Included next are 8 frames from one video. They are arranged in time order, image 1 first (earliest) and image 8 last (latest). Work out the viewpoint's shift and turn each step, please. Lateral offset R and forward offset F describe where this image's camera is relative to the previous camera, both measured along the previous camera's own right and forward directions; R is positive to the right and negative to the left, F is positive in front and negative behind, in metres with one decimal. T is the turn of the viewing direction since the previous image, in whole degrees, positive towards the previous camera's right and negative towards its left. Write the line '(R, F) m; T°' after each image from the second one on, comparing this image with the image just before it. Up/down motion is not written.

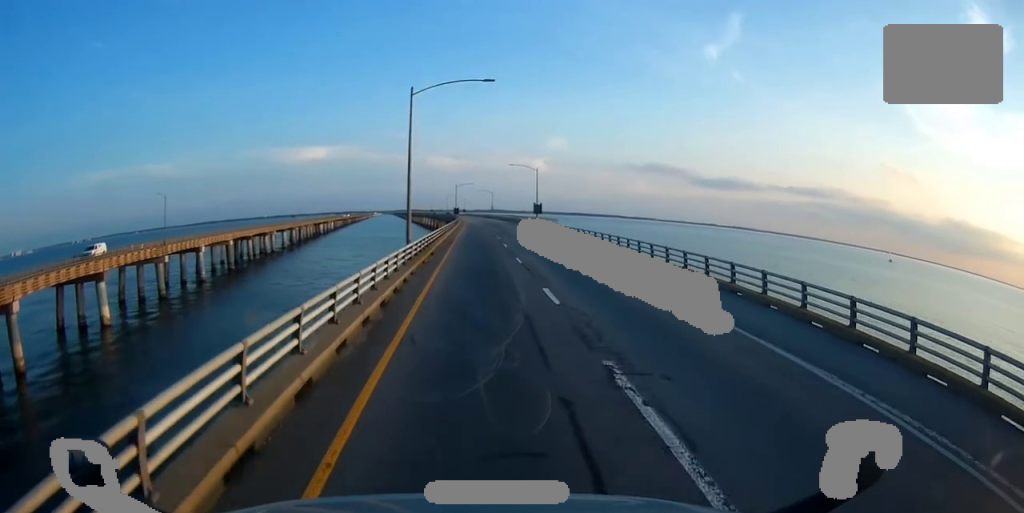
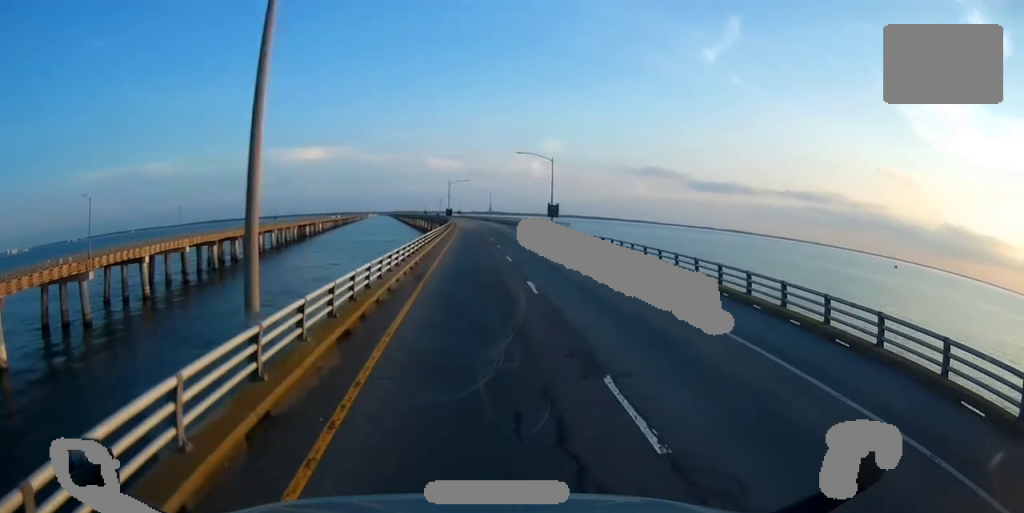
(-0.3, +22.0) m; 0°
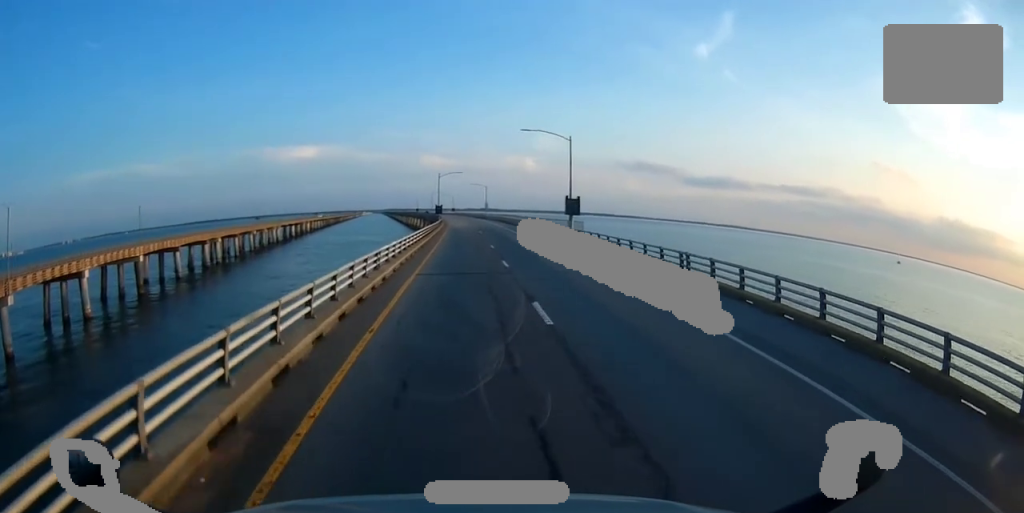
(+0.1, +17.4) m; 0°
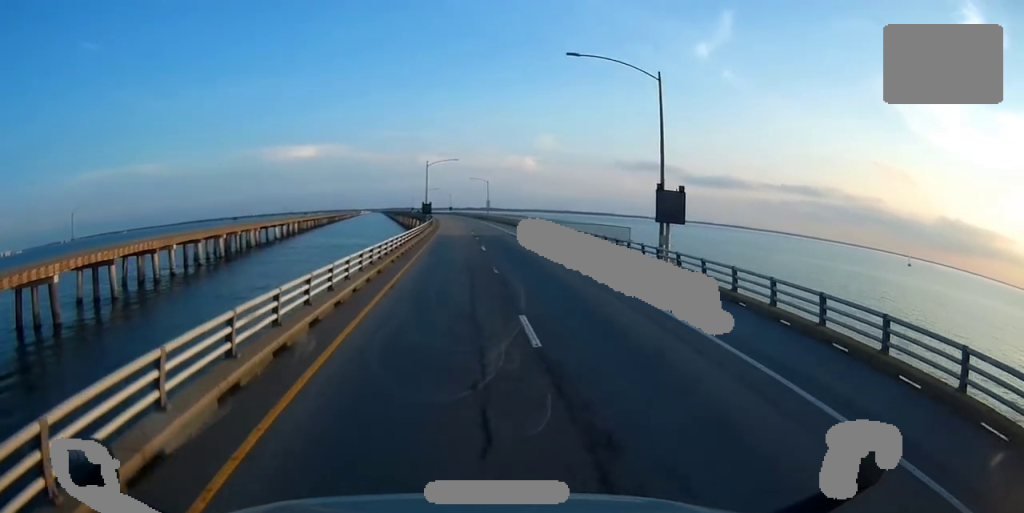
(+0.1, +26.4) m; 0°
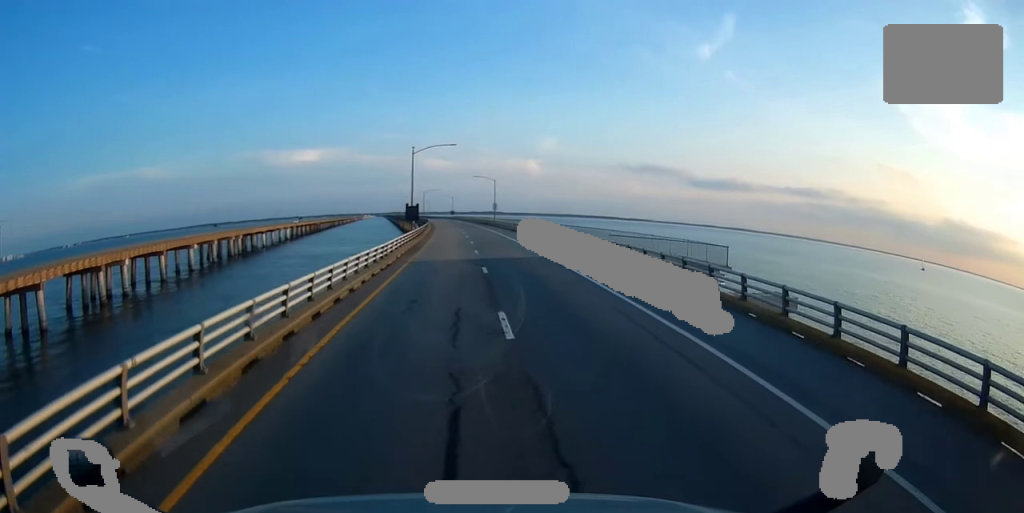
(0.0, +23.6) m; 0°
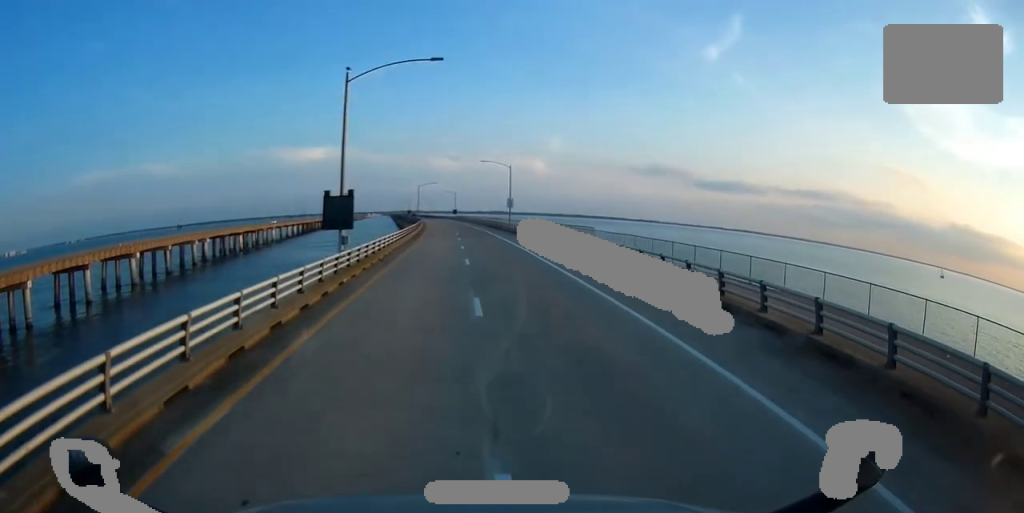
(+0.3, +33.5) m; +1°
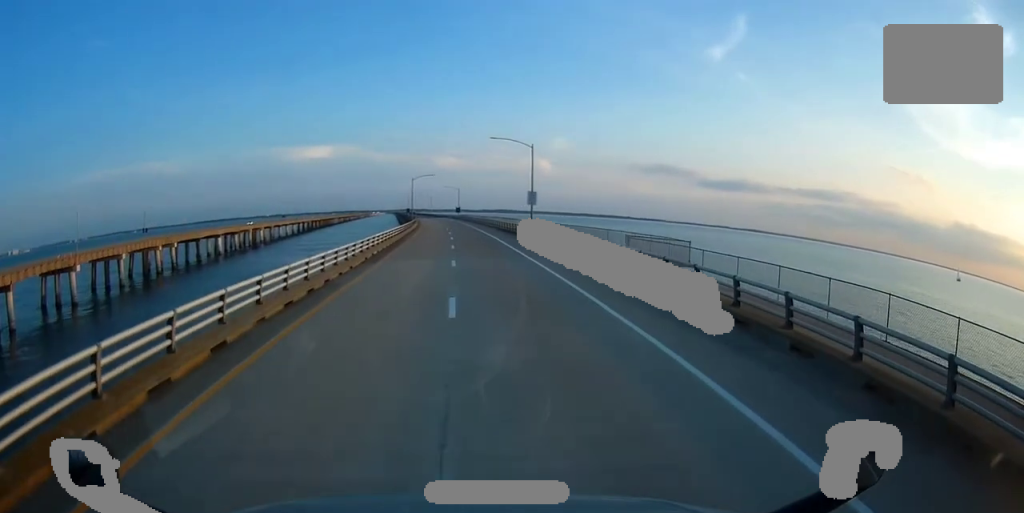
(0.0, +25.7) m; -1°
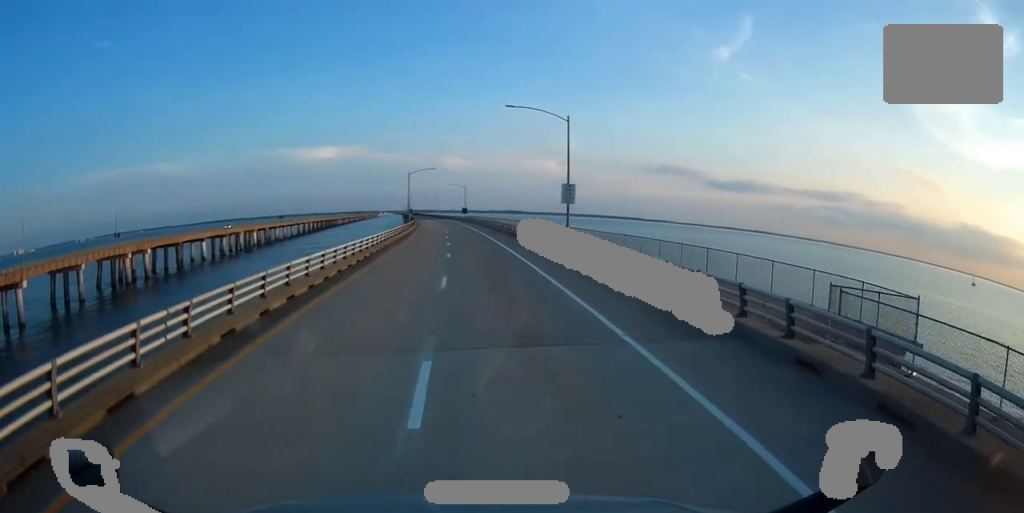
(-0.4, +18.9) m; -1°
